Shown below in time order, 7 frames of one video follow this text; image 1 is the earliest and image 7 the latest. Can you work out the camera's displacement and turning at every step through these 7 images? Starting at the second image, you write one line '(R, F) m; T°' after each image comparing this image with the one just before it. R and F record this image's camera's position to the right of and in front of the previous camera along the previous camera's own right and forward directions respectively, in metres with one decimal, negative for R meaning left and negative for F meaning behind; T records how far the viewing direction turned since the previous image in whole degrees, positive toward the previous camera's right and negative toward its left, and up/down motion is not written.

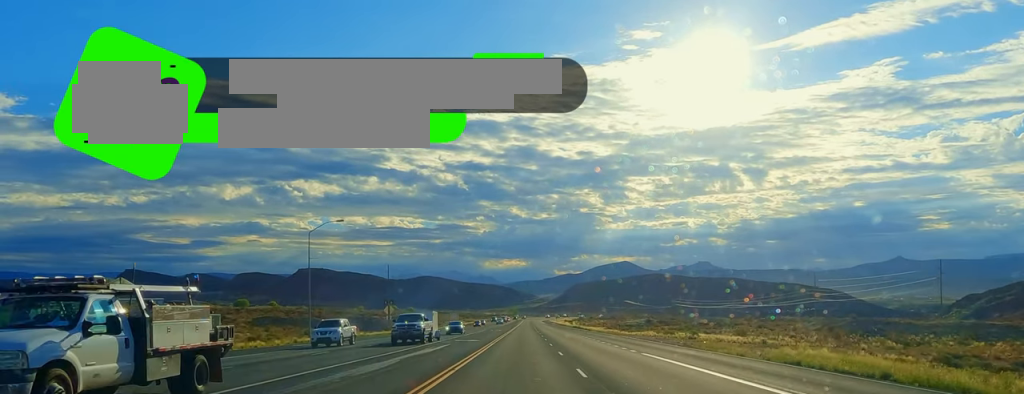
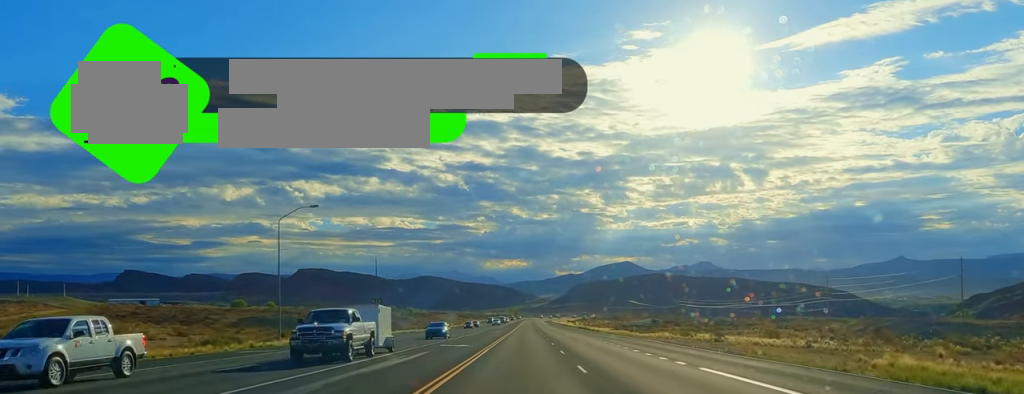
(+0.2, +11.0) m; -1°
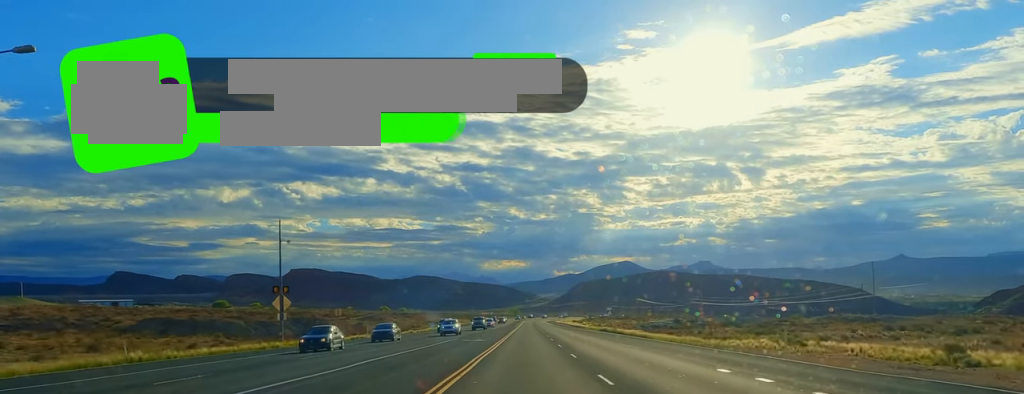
(-1.6, +44.3) m; -1°
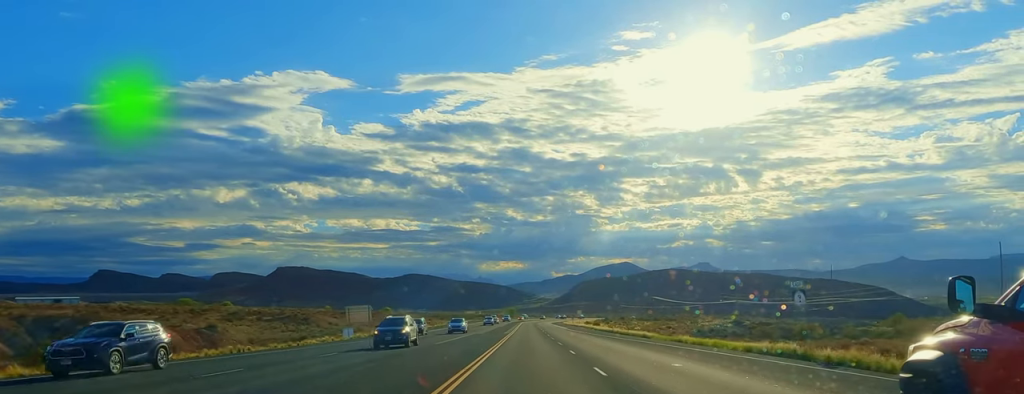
(+2.7, +74.7) m; +2°
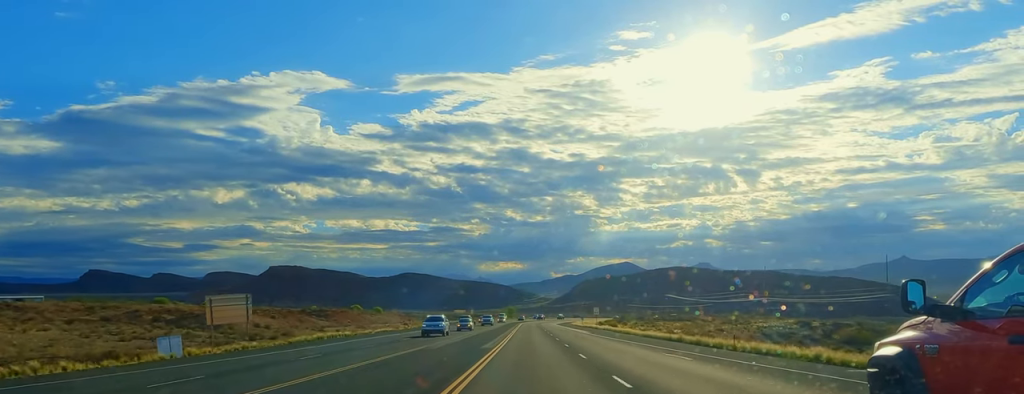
(-0.9, +41.5) m; 0°
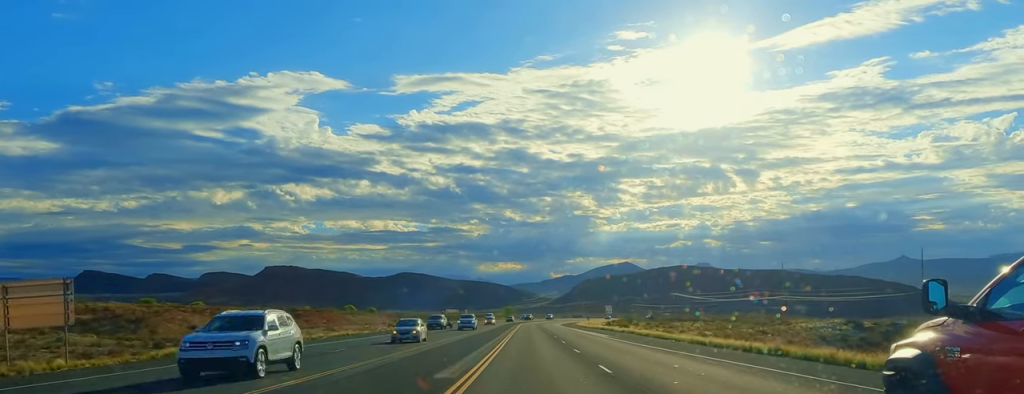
(+0.7, +21.0) m; 0°
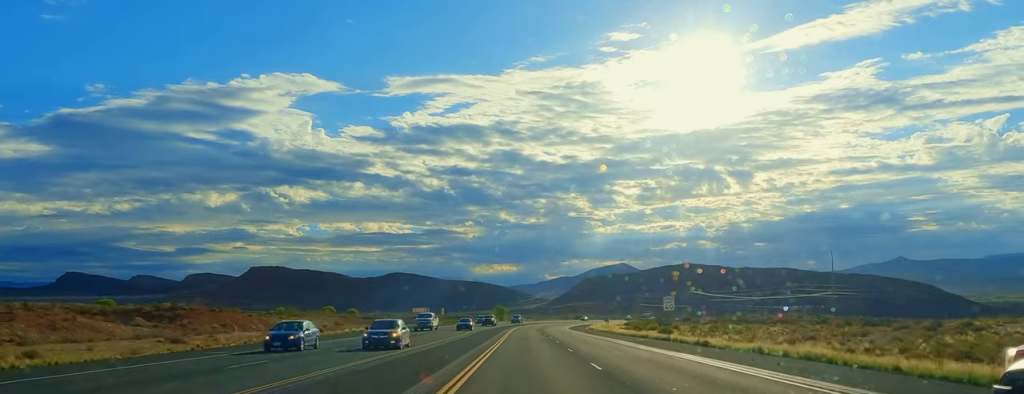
(-0.1, +49.3) m; 0°
